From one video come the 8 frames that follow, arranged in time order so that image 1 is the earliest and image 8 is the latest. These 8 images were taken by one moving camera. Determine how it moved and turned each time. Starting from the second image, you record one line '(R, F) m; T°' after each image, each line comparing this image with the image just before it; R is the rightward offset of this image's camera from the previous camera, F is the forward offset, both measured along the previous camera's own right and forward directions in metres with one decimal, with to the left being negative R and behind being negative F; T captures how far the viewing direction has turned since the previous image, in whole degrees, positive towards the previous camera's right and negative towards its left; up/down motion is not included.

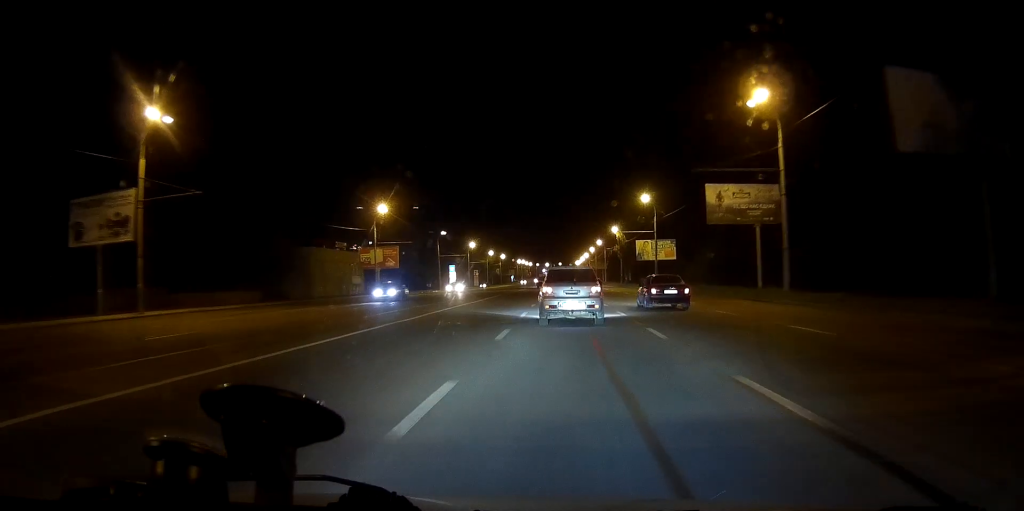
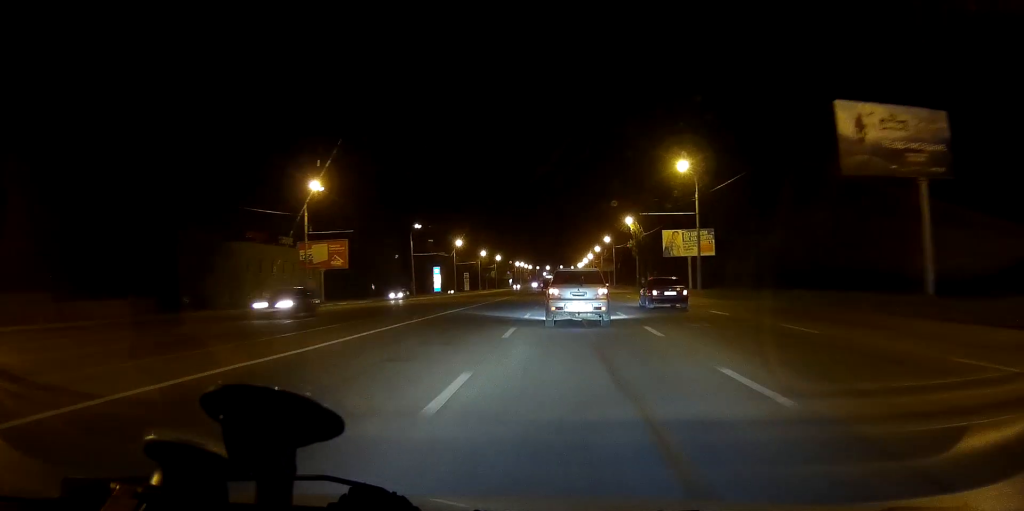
(+0.1, +25.4) m; 0°
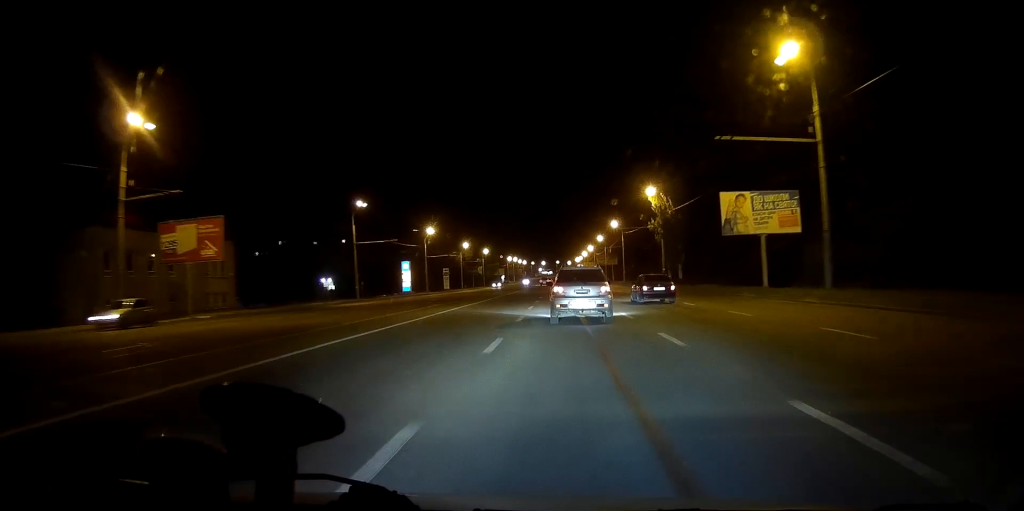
(-0.2, +30.2) m; 0°
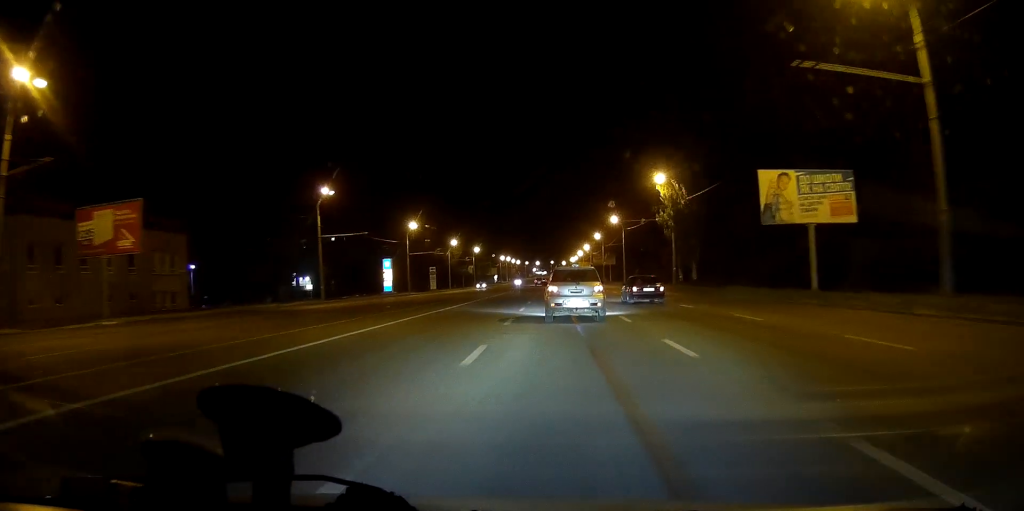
(0.0, +10.9) m; 0°
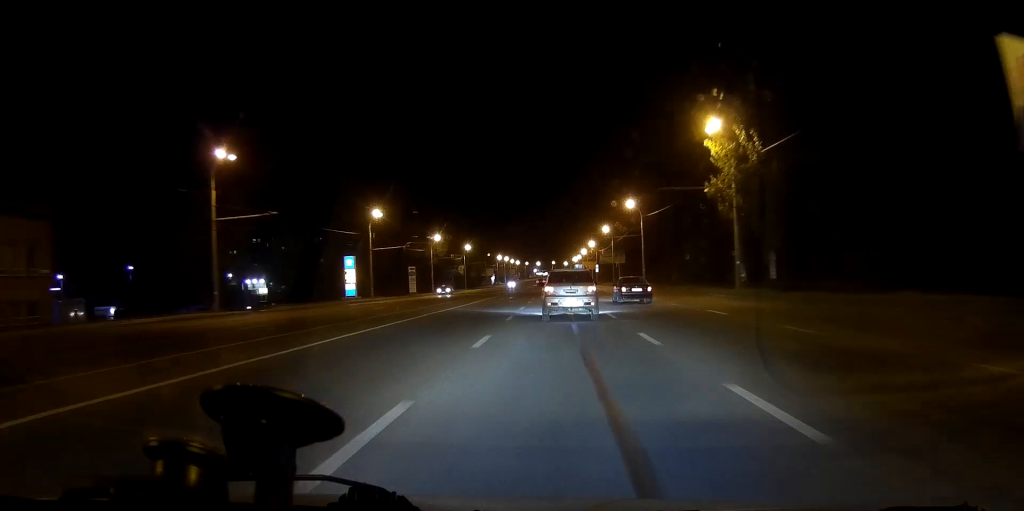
(+0.2, +24.4) m; +1°
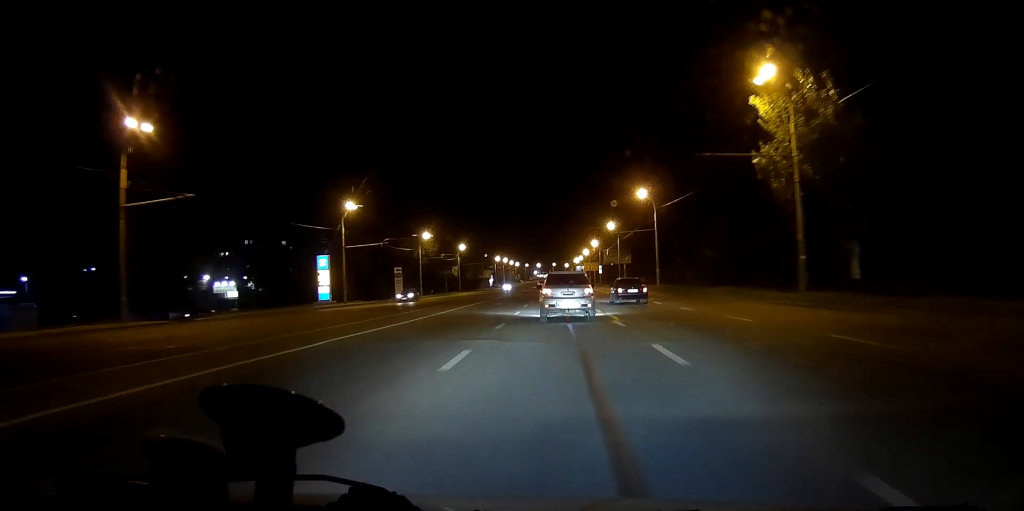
(+0.1, +12.3) m; 0°
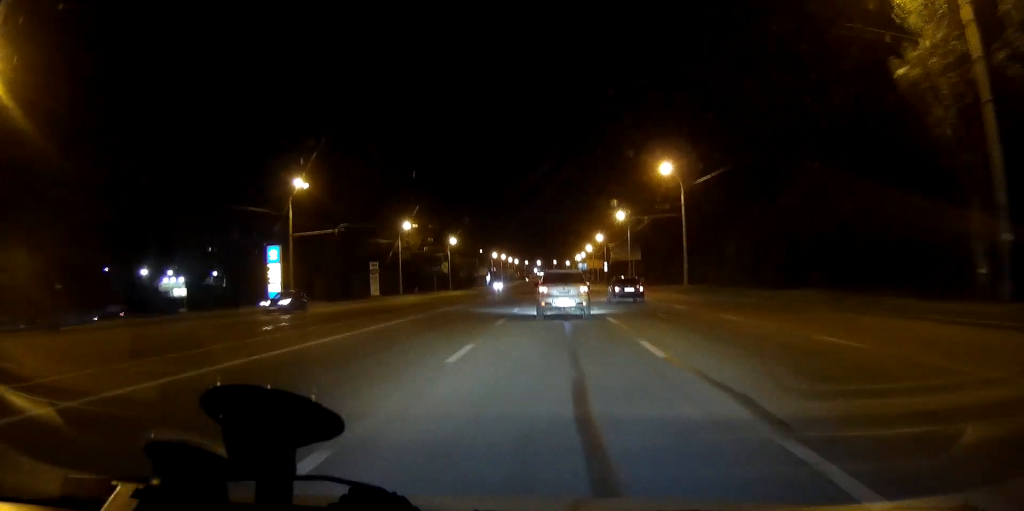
(0.0, +16.9) m; 0°
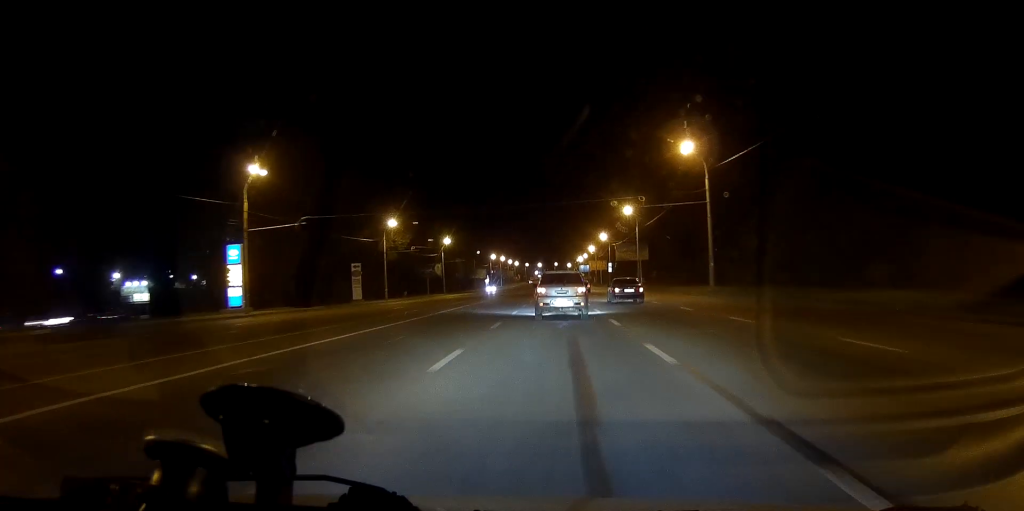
(0.0, +10.2) m; 0°
